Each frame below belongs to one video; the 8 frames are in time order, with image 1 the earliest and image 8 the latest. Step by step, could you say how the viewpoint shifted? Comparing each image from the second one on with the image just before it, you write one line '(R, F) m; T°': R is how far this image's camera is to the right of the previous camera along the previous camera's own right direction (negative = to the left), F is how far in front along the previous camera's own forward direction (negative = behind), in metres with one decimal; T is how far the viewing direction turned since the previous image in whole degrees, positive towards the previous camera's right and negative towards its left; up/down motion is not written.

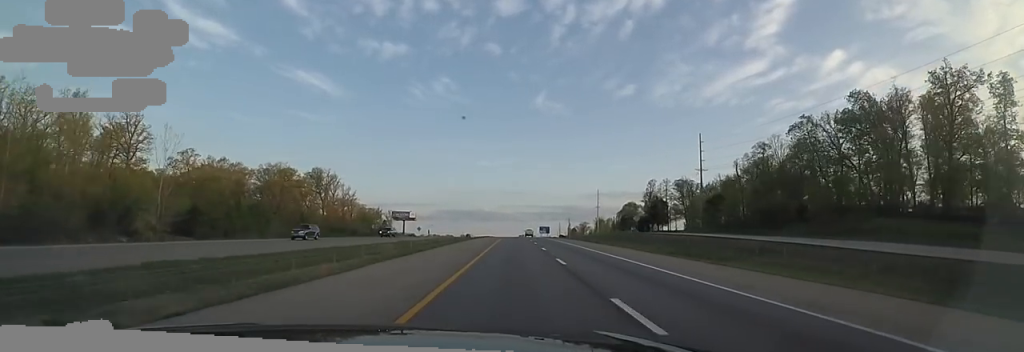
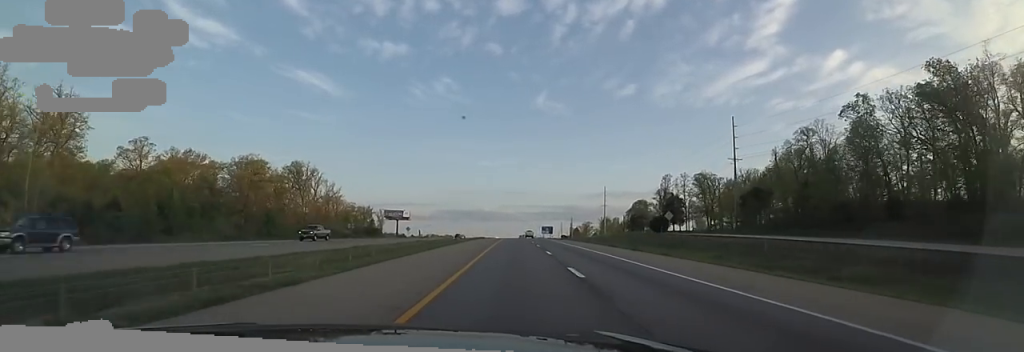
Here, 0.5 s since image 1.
(-0.4, +17.1) m; 0°
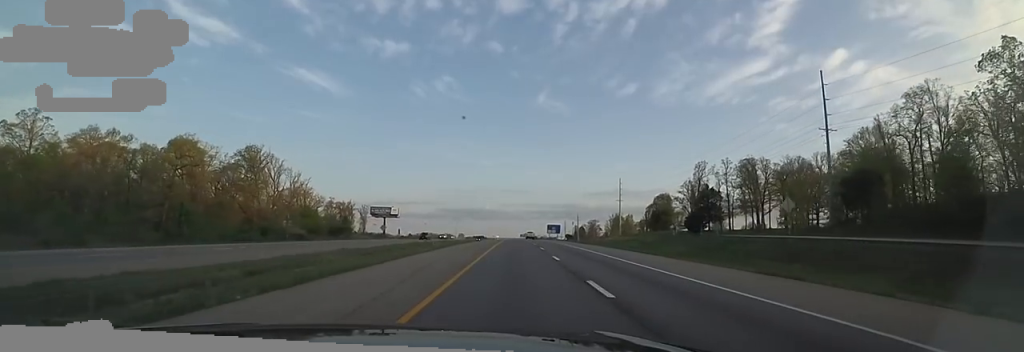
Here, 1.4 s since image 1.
(+0.1, +29.2) m; +1°
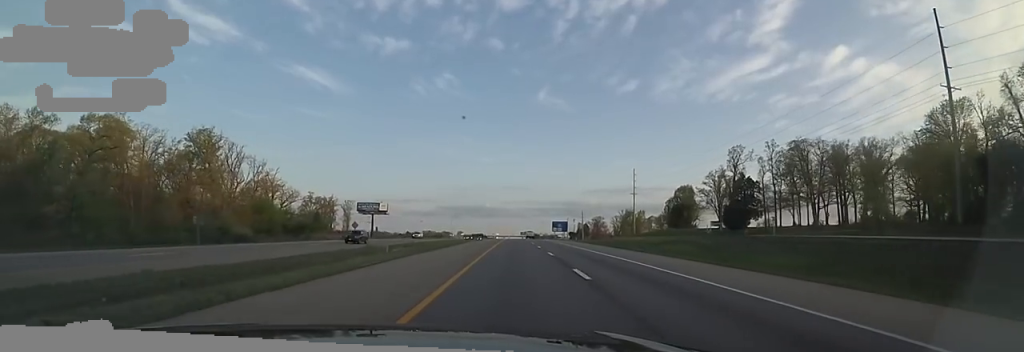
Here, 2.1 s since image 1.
(+0.2, +21.8) m; +1°
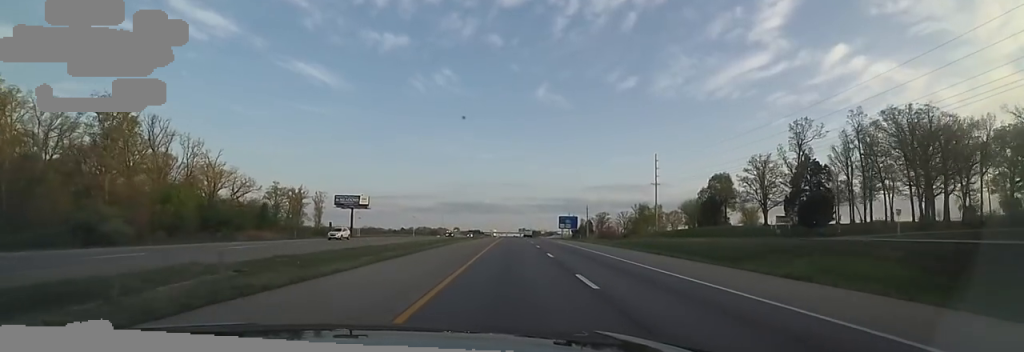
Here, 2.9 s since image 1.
(+0.3, +26.9) m; -1°
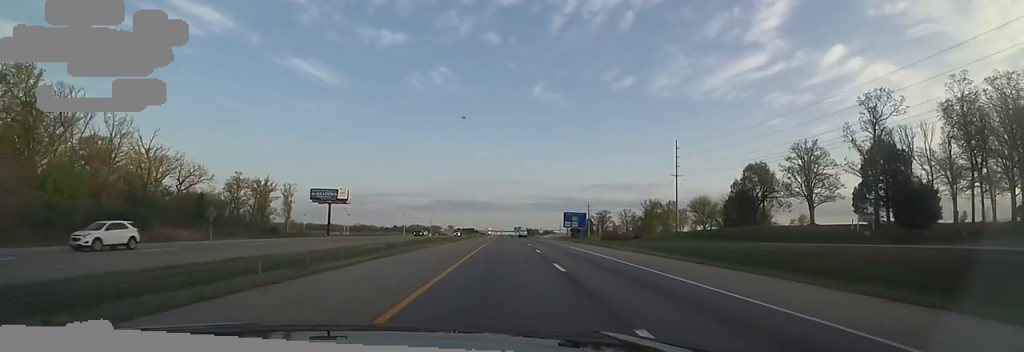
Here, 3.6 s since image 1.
(-0.6, +20.3) m; 0°
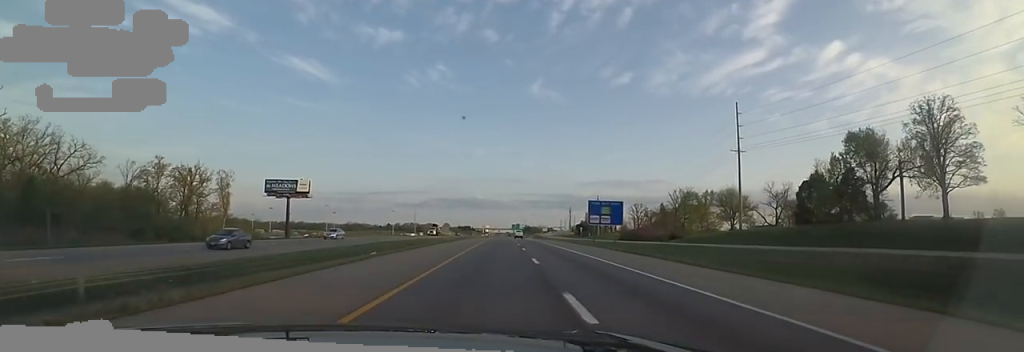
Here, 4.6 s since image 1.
(+0.2, +32.8) m; +1°
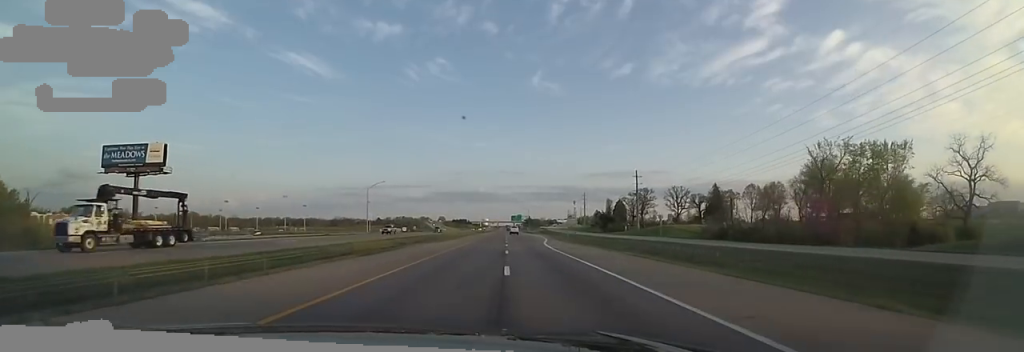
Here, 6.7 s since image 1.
(-0.6, +64.0) m; -1°
